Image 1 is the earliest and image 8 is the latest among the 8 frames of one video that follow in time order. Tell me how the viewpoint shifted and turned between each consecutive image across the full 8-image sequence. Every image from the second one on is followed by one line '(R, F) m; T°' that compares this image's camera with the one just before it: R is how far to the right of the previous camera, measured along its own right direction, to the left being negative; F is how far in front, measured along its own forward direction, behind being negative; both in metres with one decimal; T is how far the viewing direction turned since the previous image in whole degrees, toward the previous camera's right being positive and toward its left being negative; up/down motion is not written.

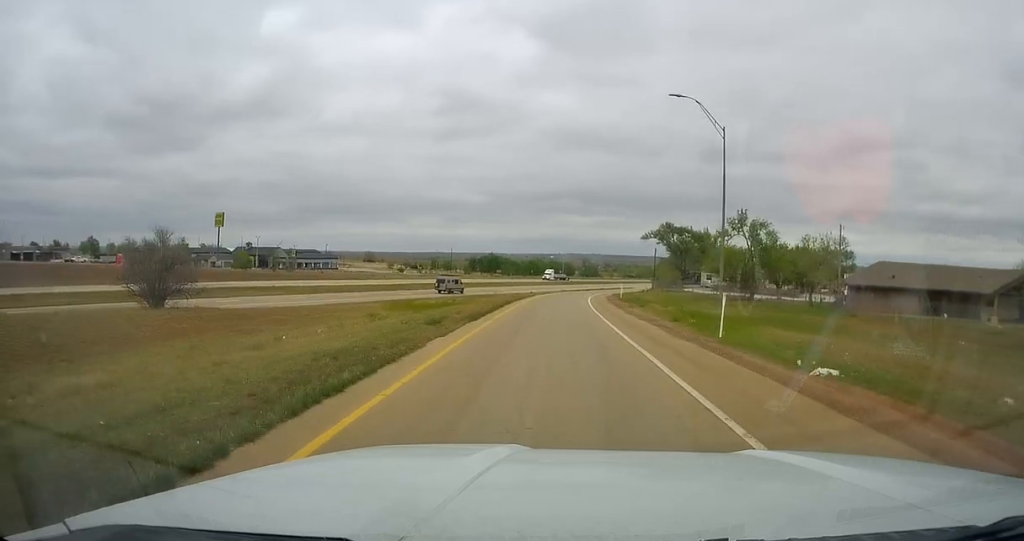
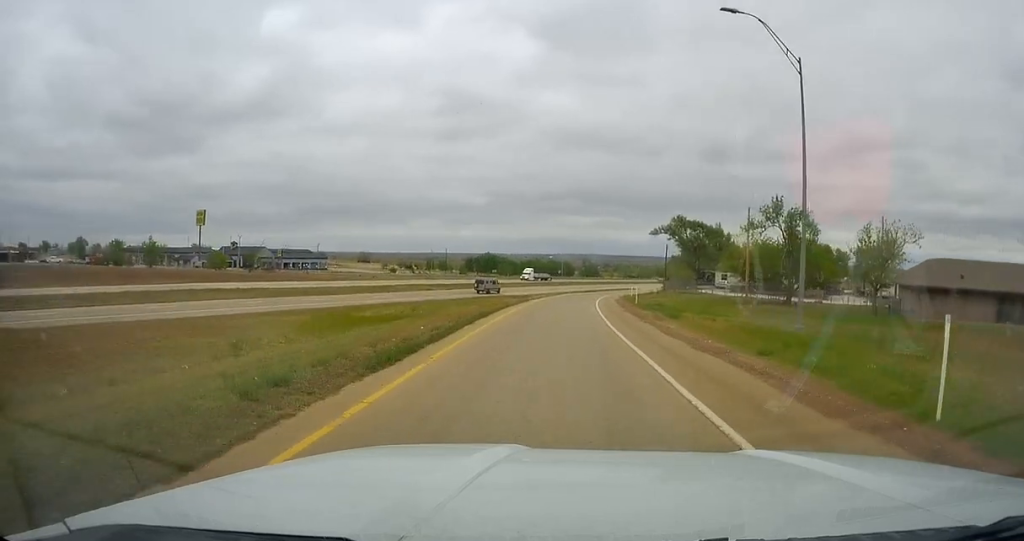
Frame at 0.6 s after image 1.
(-0.4, +11.5) m; 0°
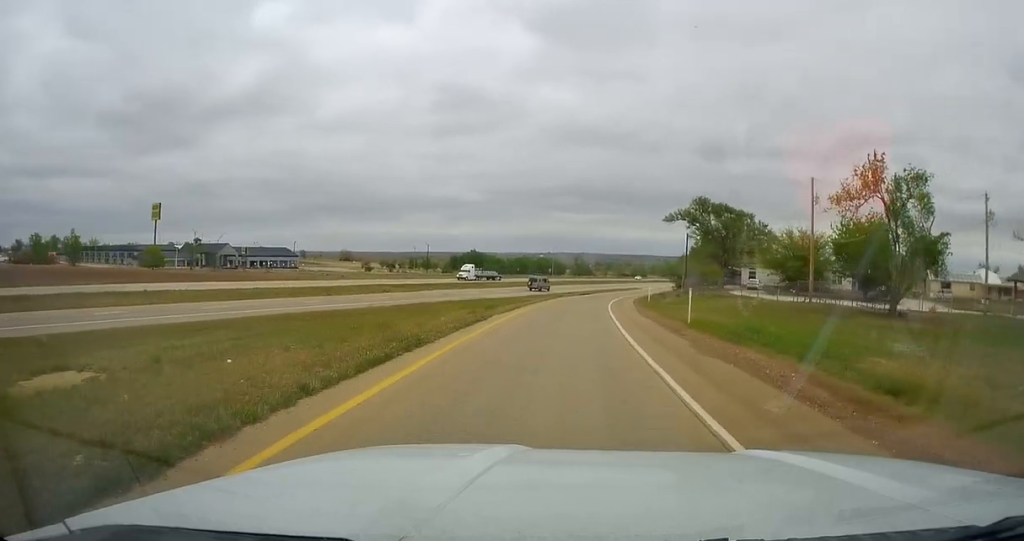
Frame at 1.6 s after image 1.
(+0.2, +20.5) m; 0°
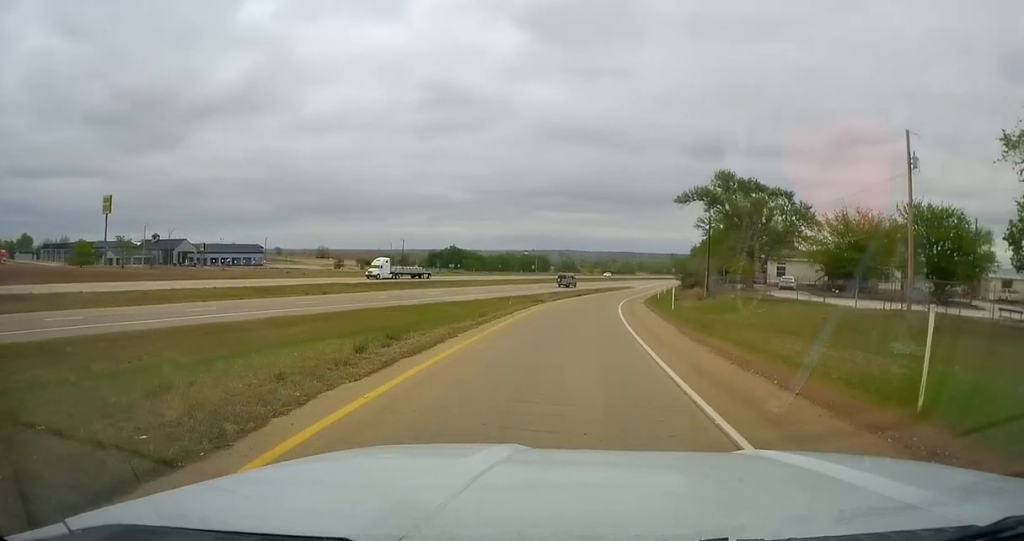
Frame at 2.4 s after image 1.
(-0.2, +17.2) m; 0°
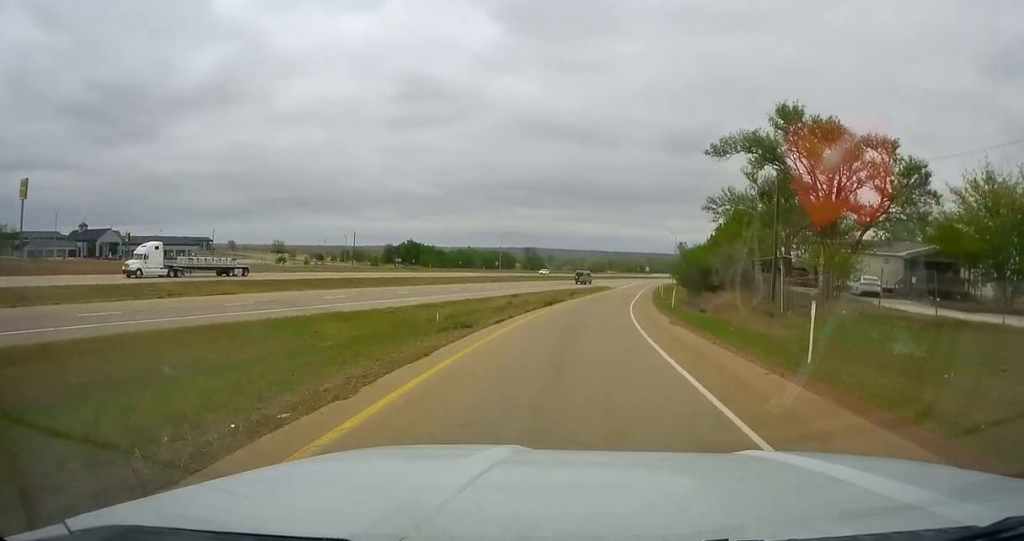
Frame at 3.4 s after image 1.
(+0.1, +23.6) m; +1°
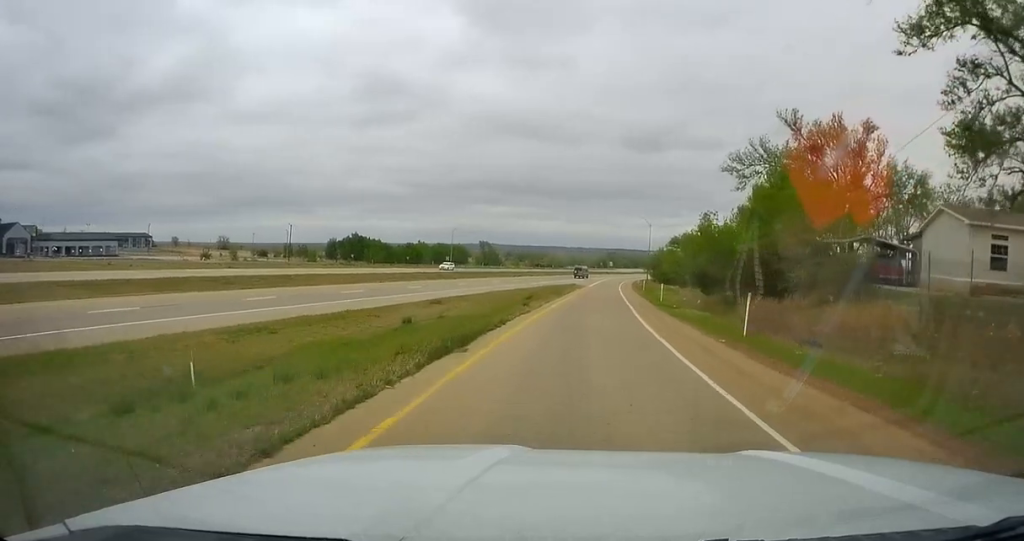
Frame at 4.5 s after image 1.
(+0.3, +23.4) m; +2°
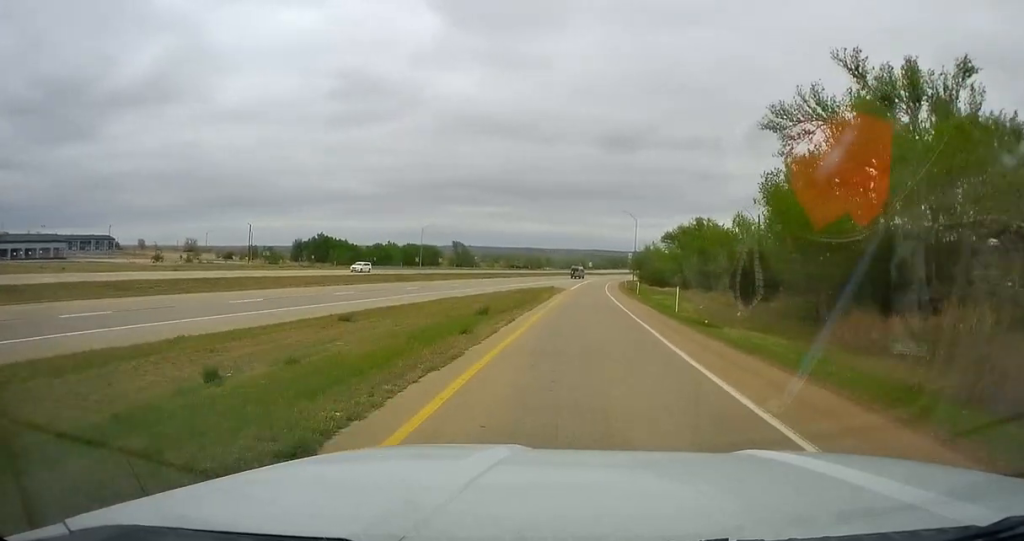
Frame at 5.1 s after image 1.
(0.0, +14.2) m; +2°
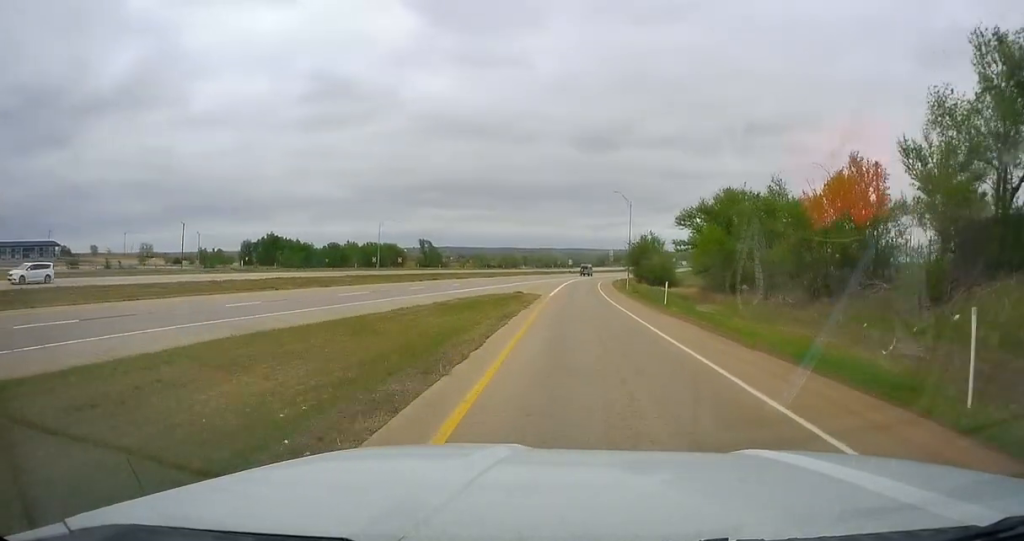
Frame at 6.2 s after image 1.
(+1.2, +27.3) m; +4°
